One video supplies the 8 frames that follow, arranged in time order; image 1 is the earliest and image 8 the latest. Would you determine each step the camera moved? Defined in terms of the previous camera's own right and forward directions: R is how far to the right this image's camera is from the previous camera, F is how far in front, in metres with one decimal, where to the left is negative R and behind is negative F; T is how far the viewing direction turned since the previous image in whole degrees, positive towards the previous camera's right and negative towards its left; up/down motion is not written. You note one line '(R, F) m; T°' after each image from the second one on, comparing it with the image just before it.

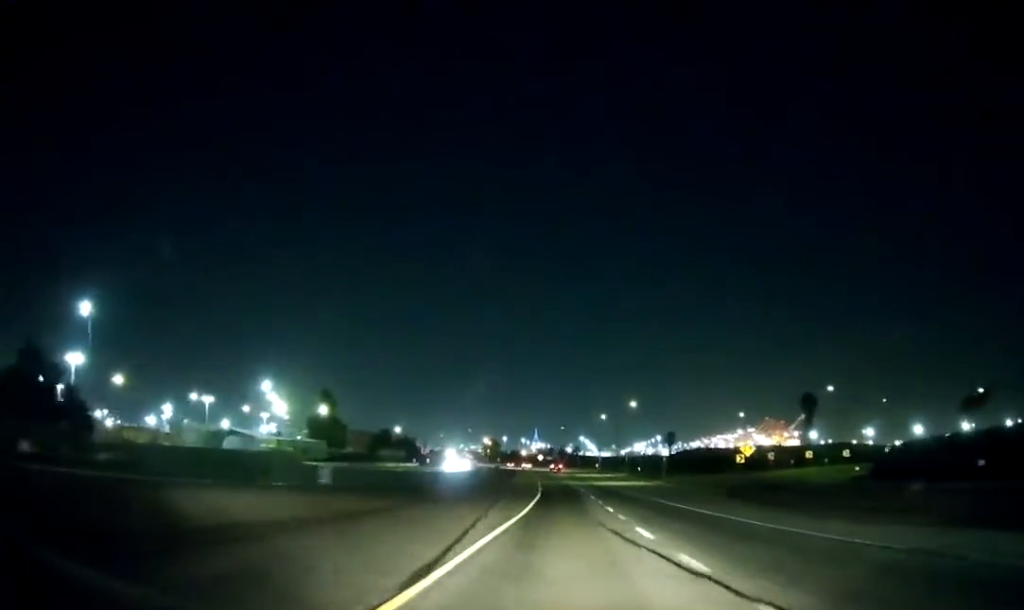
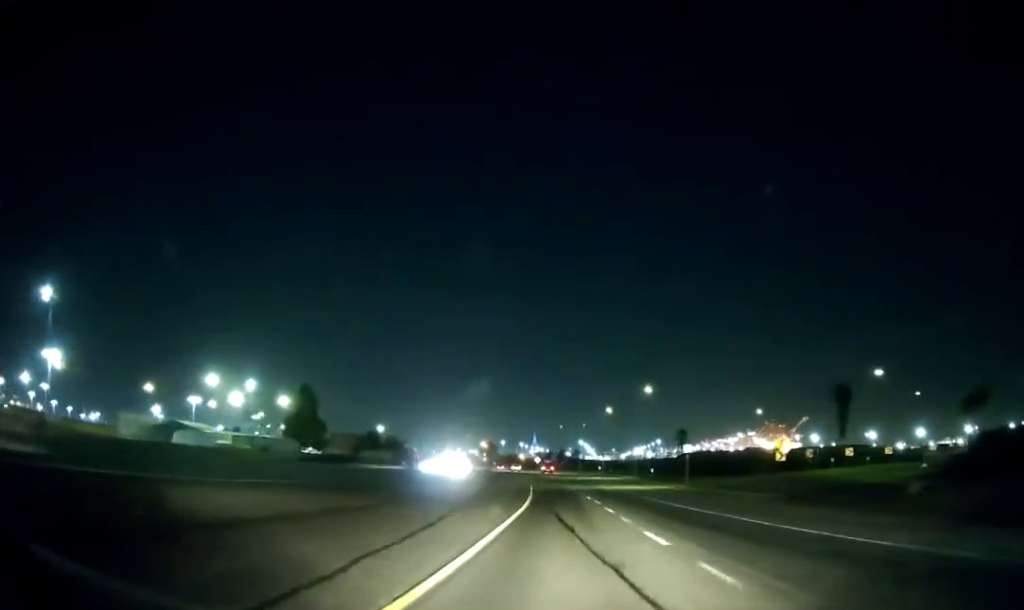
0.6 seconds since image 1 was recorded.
(+0.2, +16.4) m; 0°
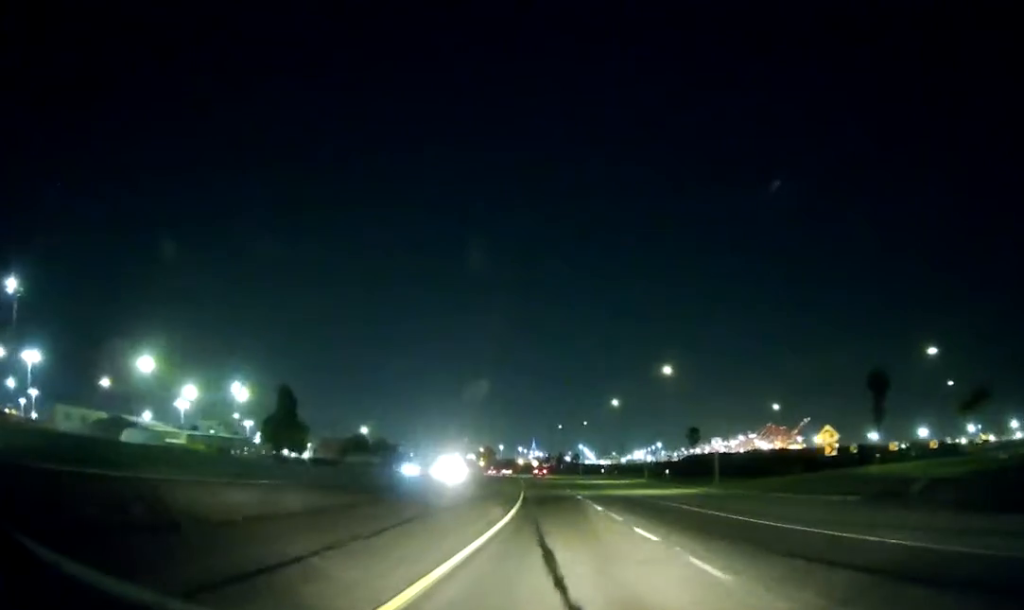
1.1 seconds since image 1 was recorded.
(0.0, +14.6) m; 0°
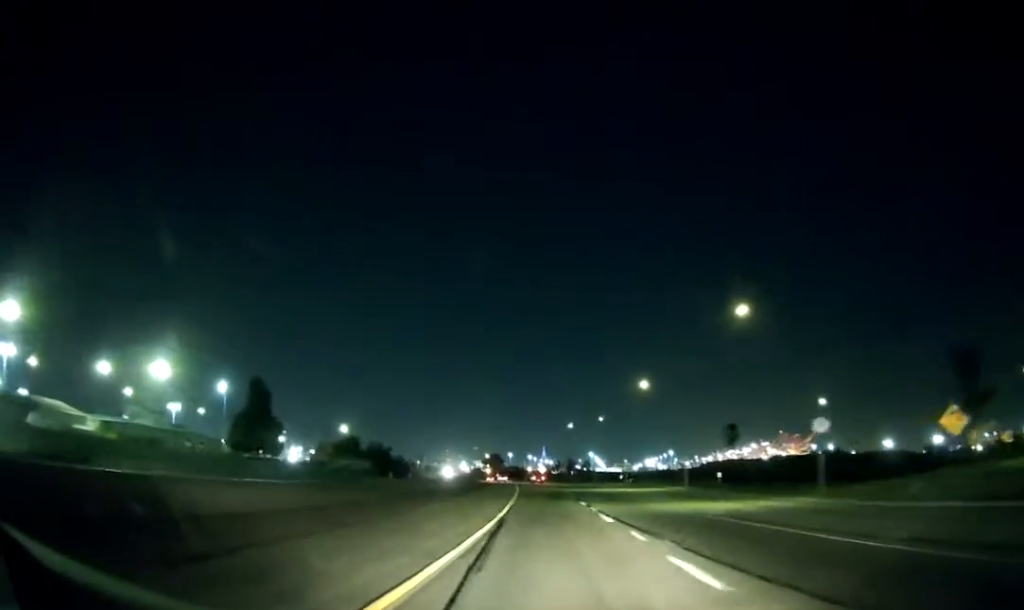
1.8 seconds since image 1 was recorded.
(-0.1, +21.4) m; -1°
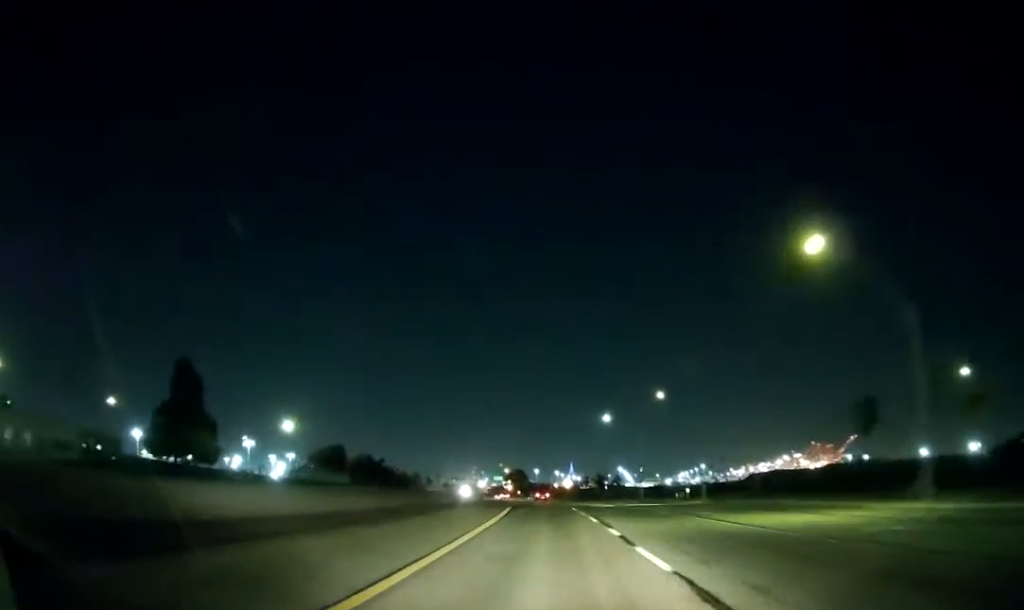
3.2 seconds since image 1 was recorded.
(-0.8, +41.9) m; -2°
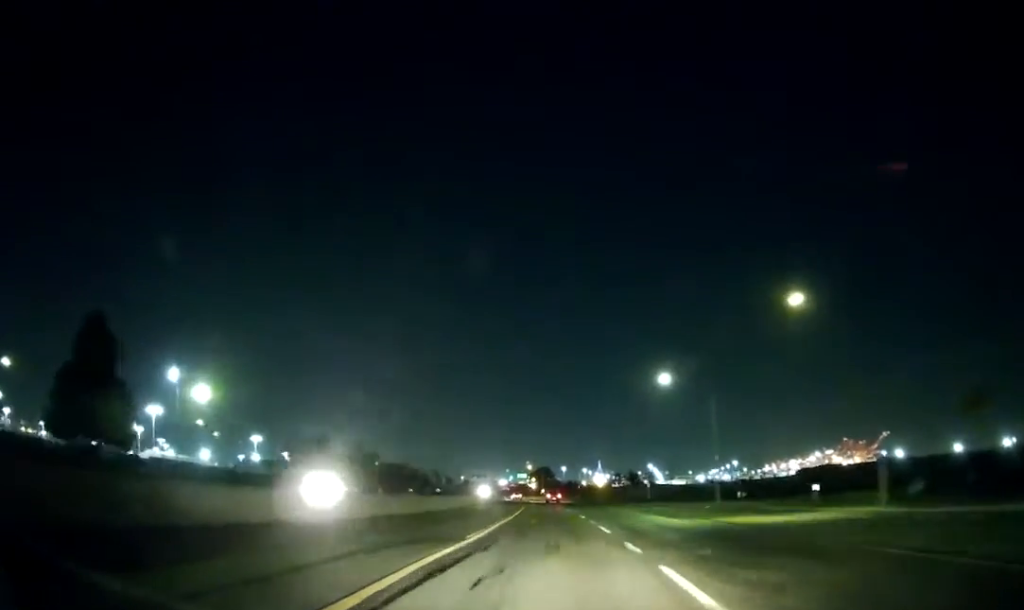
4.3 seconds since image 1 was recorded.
(-0.3, +32.4) m; -1°
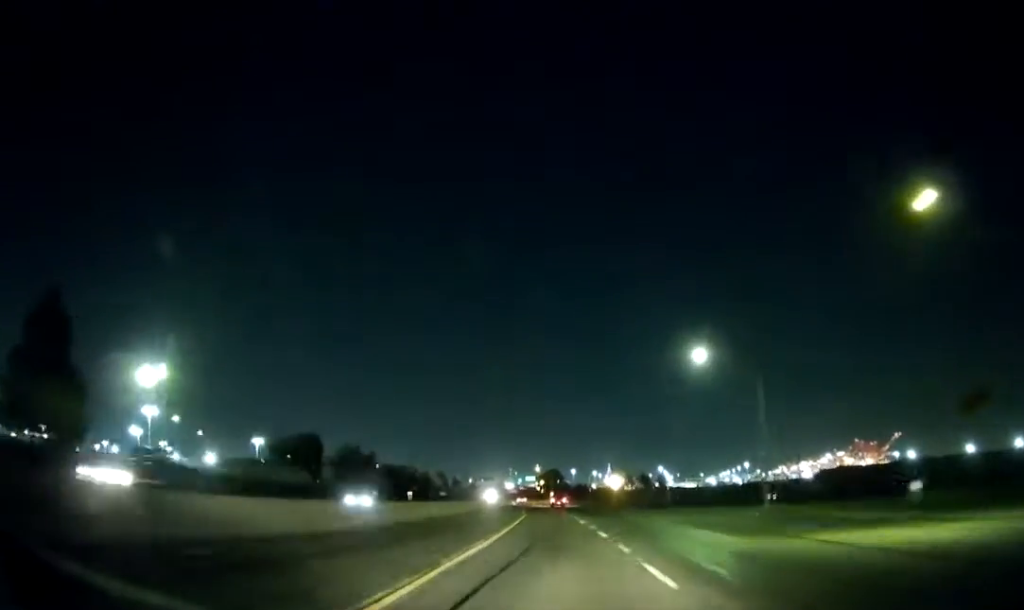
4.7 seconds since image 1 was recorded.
(+0.1, +11.9) m; -1°
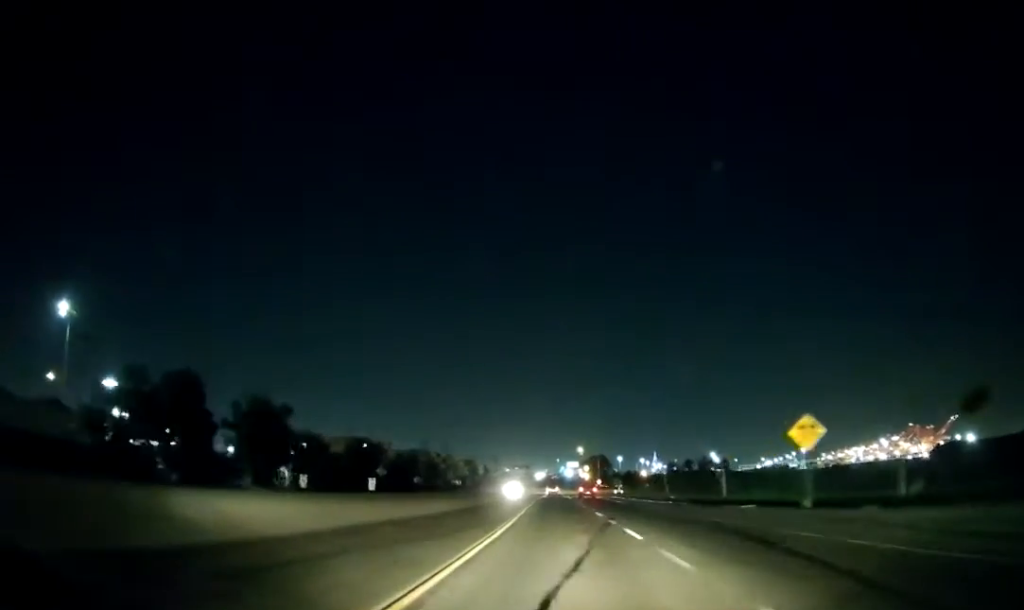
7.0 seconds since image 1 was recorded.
(-2.3, +66.1) m; -3°
